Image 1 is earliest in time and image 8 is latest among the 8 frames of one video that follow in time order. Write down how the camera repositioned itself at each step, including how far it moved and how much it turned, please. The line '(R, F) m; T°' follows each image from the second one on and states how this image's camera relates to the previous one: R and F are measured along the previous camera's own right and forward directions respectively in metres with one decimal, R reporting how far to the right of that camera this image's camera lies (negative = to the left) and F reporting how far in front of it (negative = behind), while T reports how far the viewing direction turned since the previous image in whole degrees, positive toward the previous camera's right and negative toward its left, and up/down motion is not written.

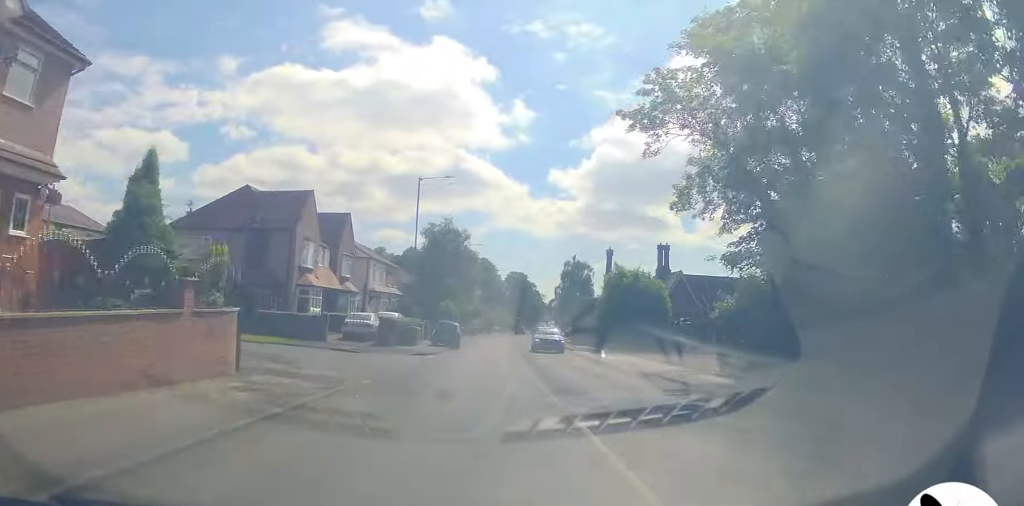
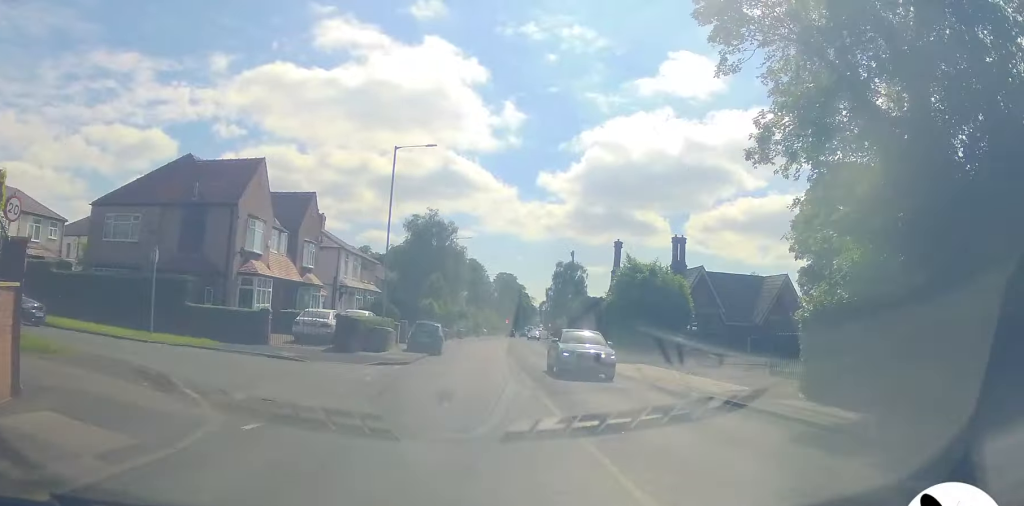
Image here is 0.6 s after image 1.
(0.0, +6.8) m; 0°
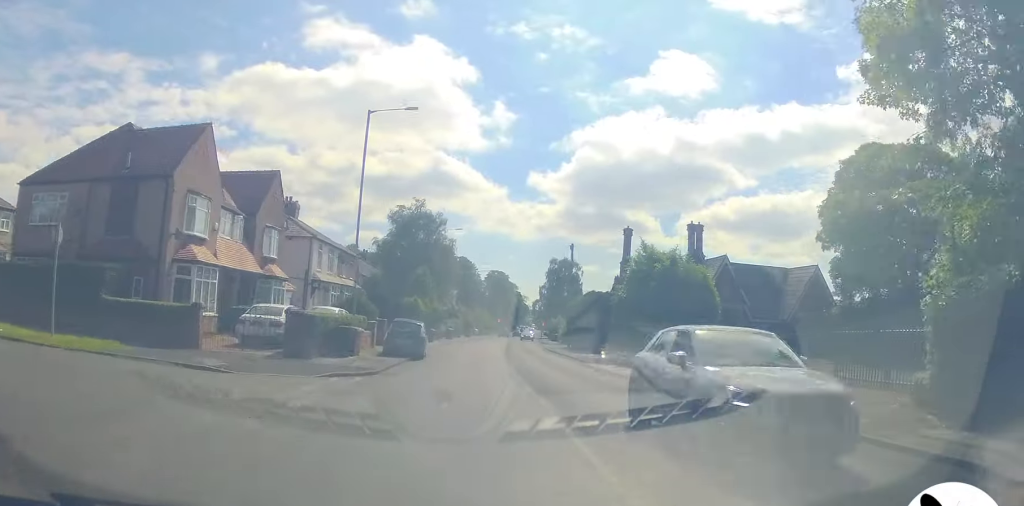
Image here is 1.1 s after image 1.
(0.0, +5.3) m; 0°
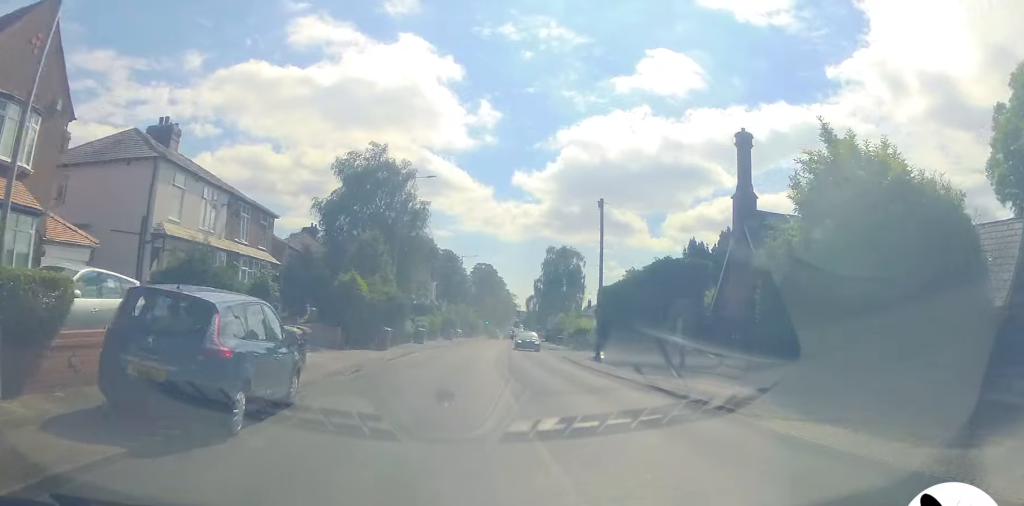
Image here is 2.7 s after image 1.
(+0.7, +19.0) m; +5°
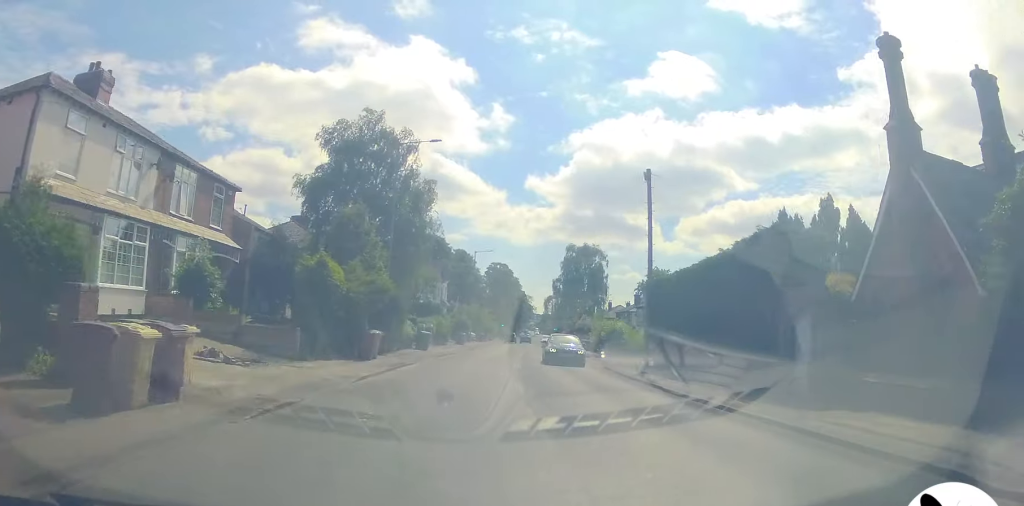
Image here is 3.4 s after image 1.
(+0.1, +7.9) m; +1°
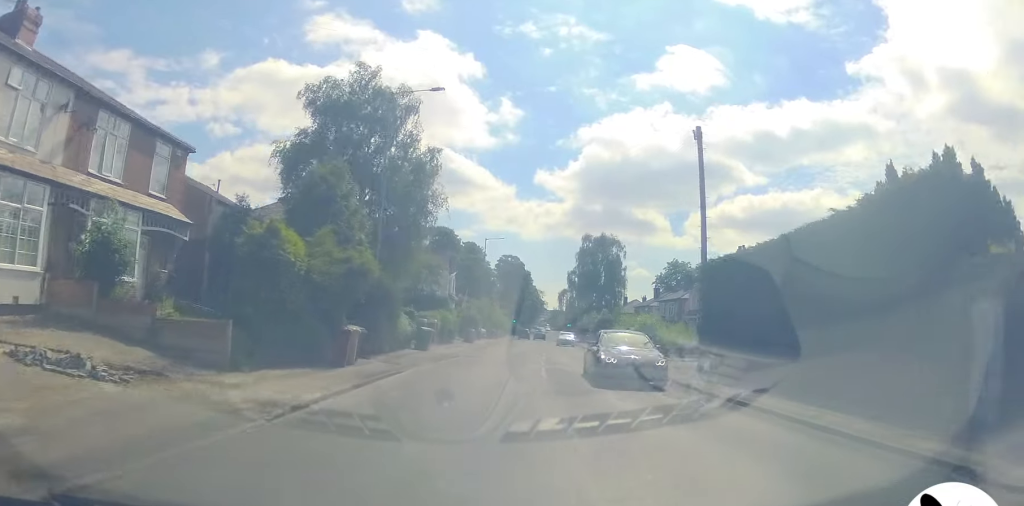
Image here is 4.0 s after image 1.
(0.0, +5.9) m; 0°
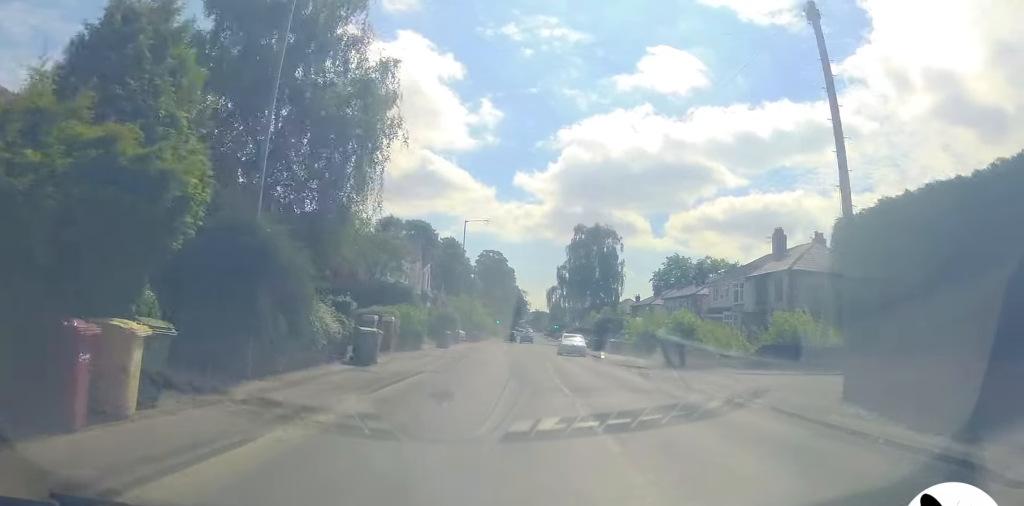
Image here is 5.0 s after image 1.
(0.0, +11.0) m; 0°
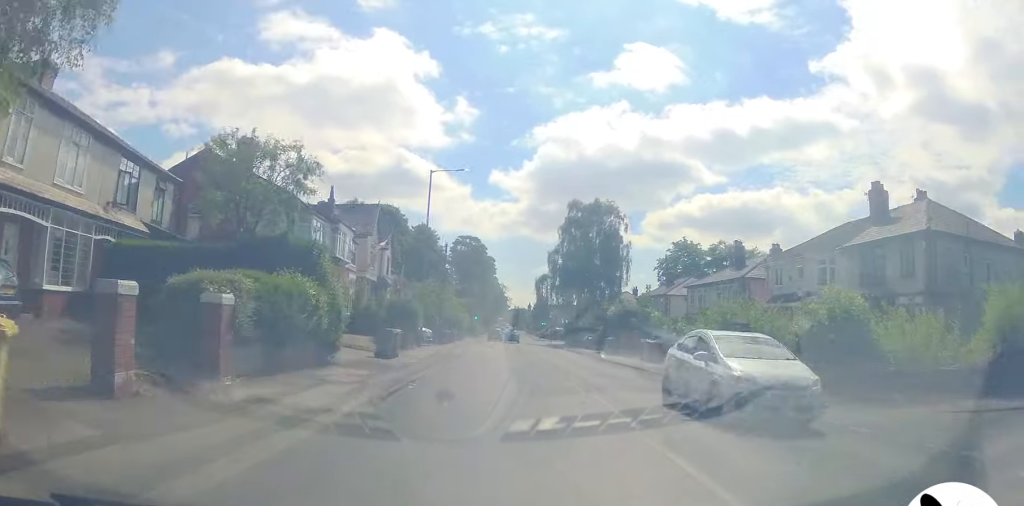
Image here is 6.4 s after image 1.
(+0.1, +15.6) m; 0°
